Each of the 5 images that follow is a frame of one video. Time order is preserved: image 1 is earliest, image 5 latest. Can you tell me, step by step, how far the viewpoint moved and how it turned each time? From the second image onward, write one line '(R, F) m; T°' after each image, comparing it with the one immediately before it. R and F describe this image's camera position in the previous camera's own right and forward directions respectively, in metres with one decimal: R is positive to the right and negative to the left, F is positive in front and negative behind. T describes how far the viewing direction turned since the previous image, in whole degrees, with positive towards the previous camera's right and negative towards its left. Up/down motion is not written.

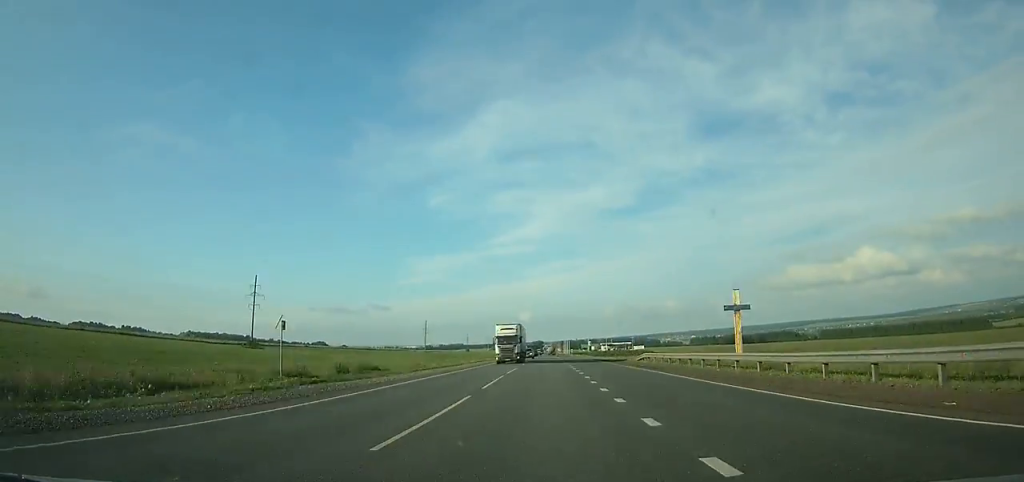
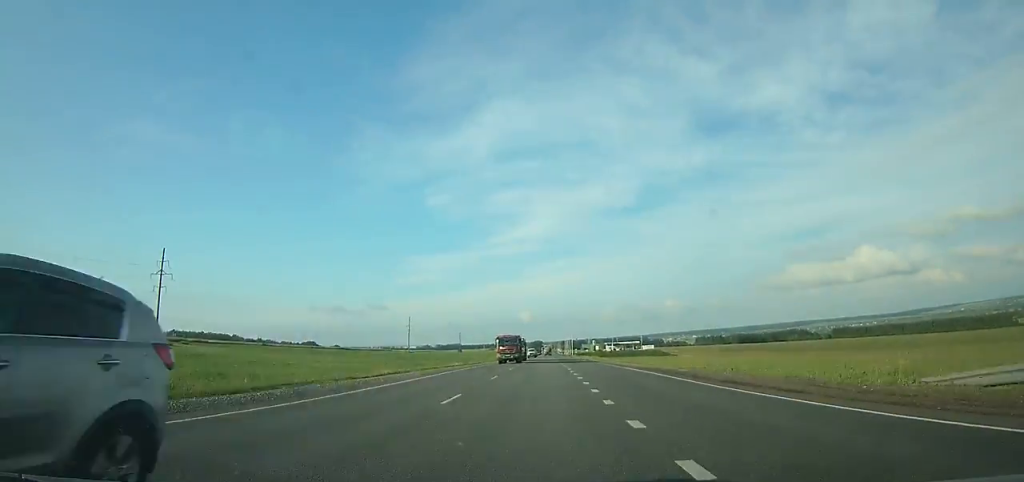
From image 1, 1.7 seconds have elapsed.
(+0.1, +49.1) m; 0°
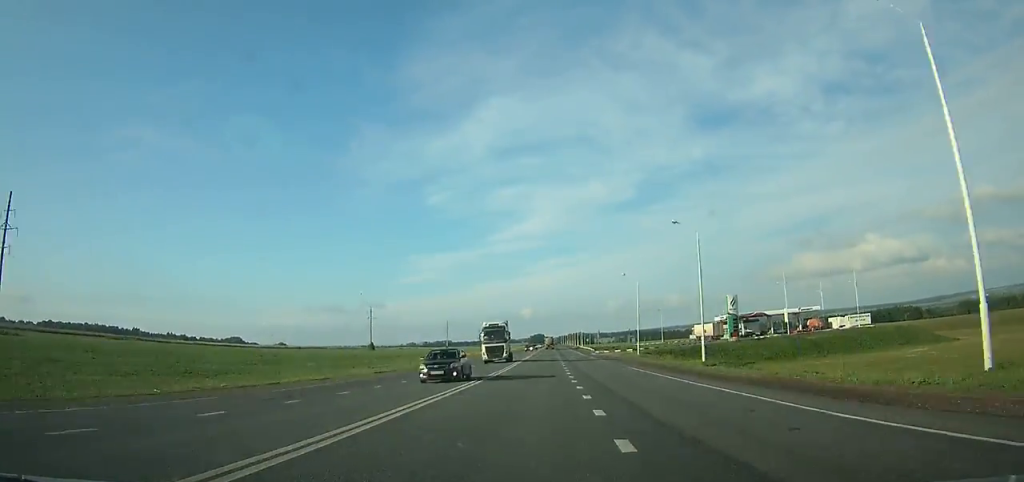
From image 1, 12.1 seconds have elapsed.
(-1.7, +294.9) m; 0°
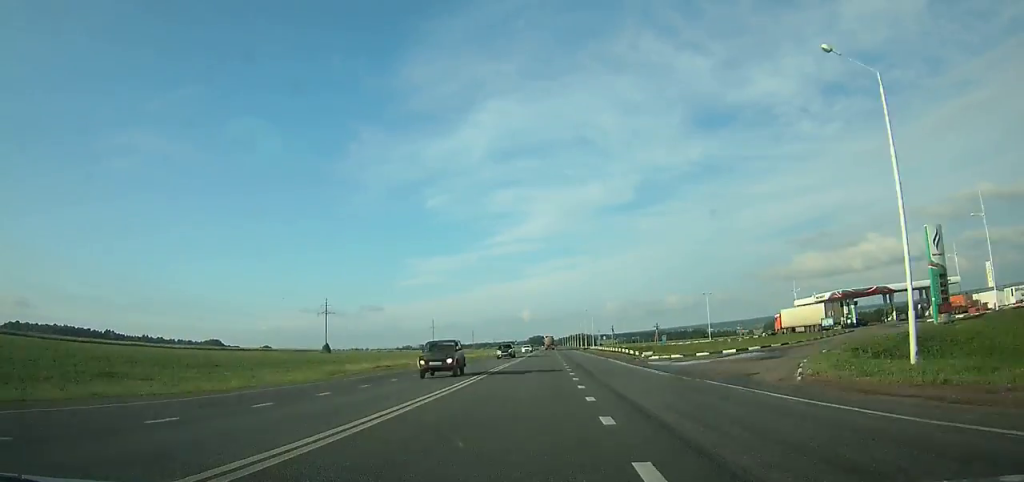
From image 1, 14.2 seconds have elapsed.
(0.0, +57.4) m; 0°
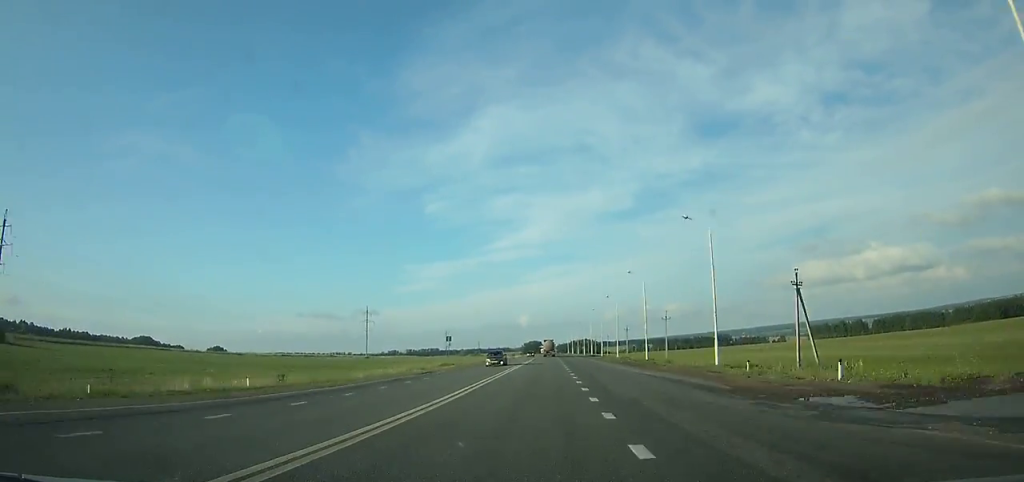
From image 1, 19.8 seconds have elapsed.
(+0.2, +149.0) m; 0°
